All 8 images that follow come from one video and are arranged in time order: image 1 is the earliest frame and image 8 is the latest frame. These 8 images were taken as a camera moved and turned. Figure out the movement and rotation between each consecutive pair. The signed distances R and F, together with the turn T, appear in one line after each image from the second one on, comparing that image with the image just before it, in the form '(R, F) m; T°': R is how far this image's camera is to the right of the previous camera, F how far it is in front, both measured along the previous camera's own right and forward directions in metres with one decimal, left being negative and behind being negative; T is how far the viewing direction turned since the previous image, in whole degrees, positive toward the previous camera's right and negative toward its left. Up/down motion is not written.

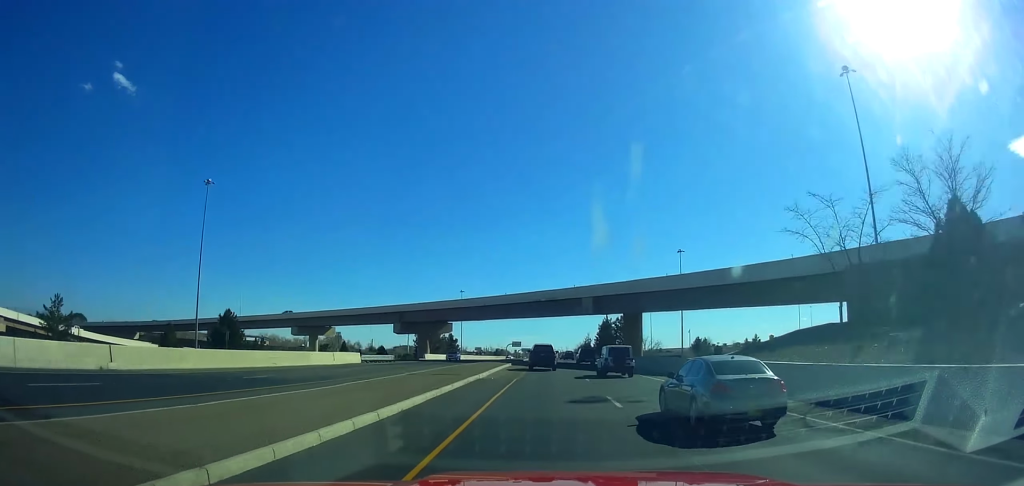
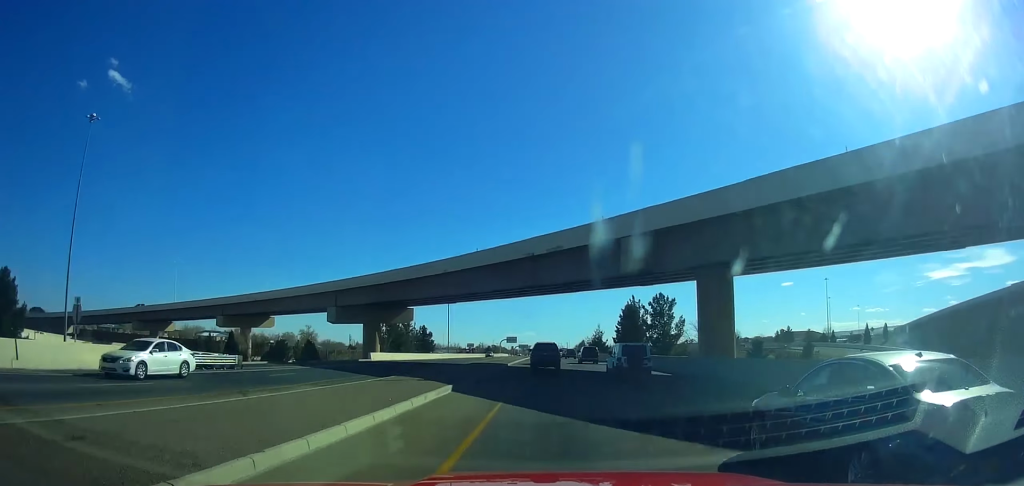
(-0.1, +34.7) m; 0°
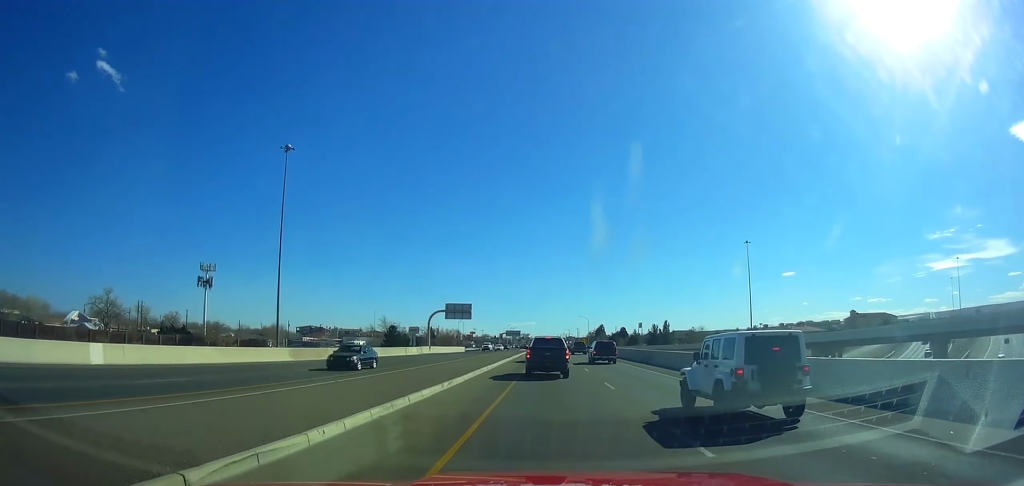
(+0.4, +154.7) m; 0°
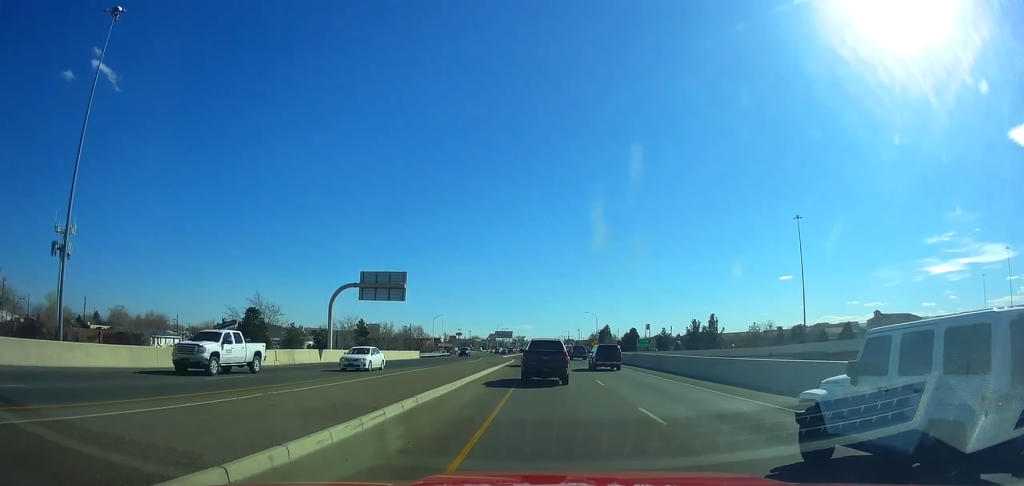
(+0.4, +44.8) m; 0°
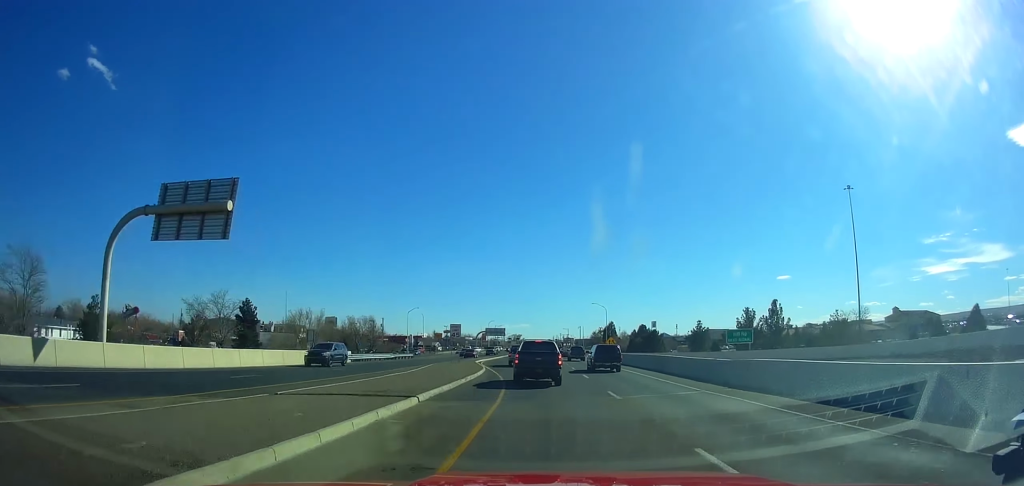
(+0.2, +31.9) m; 0°
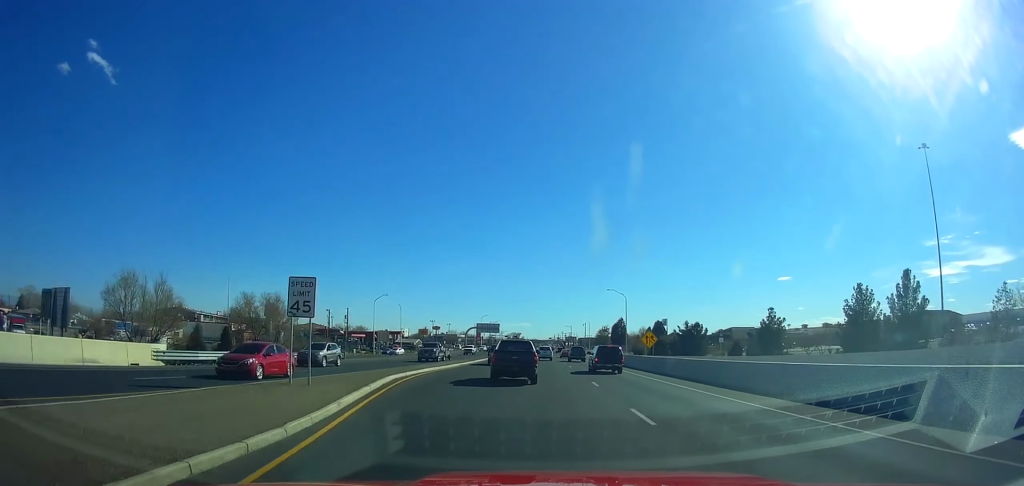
(-0.4, +32.6) m; 0°
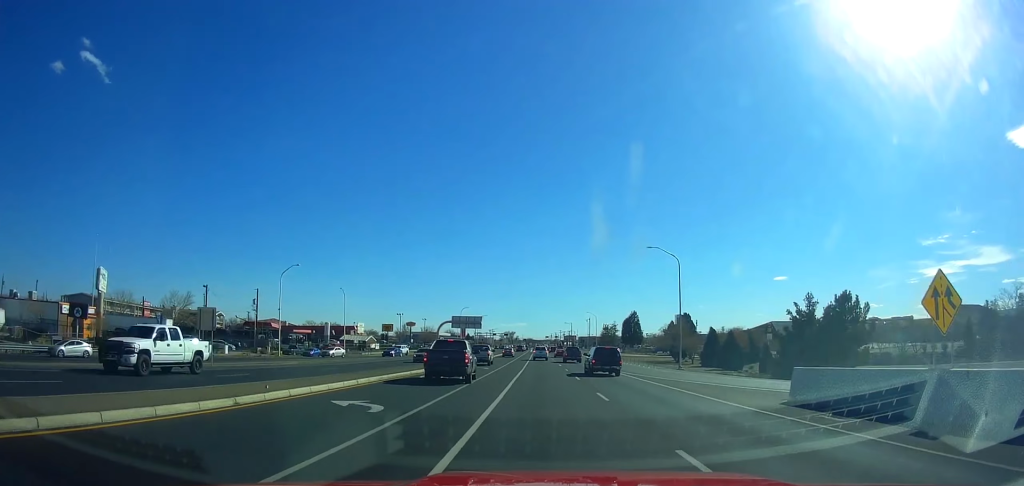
(+0.1, +44.2) m; 0°
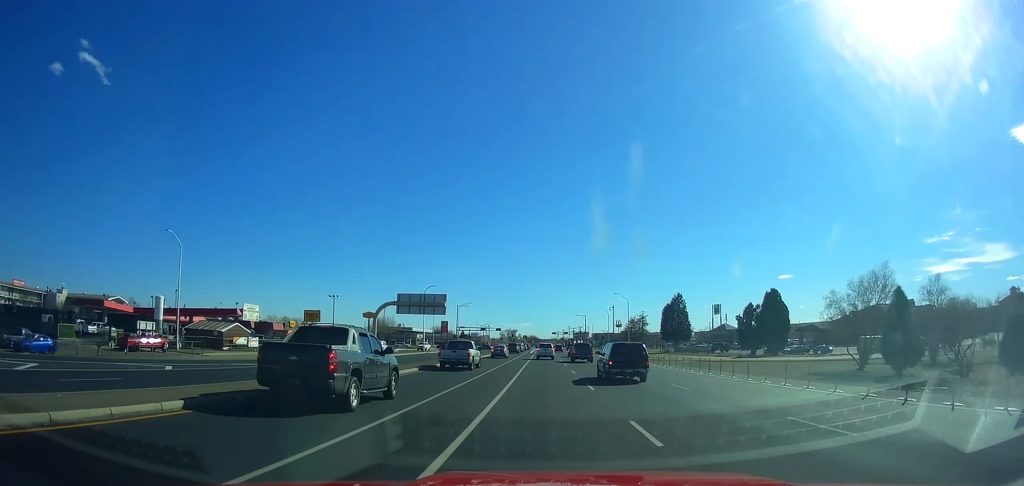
(+0.3, +52.5) m; 0°
